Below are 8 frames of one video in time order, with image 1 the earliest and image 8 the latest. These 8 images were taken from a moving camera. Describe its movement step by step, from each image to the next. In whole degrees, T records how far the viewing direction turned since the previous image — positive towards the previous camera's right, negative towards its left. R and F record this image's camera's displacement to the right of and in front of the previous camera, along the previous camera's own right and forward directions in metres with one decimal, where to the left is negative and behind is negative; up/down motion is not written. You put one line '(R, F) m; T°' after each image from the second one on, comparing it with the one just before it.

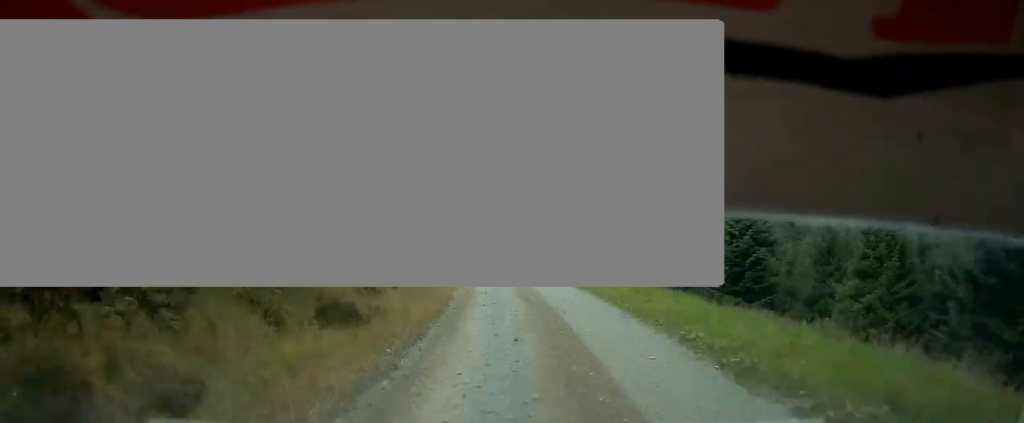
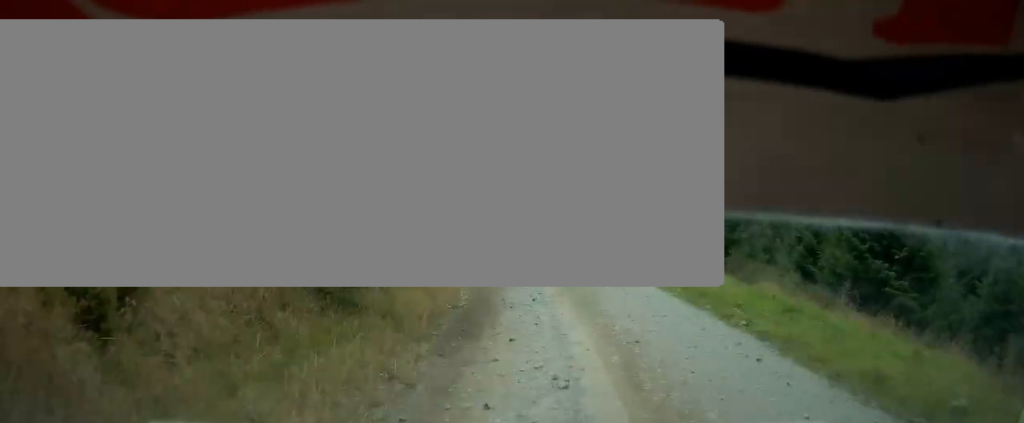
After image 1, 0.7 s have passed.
(-1.8, +24.1) m; -3°
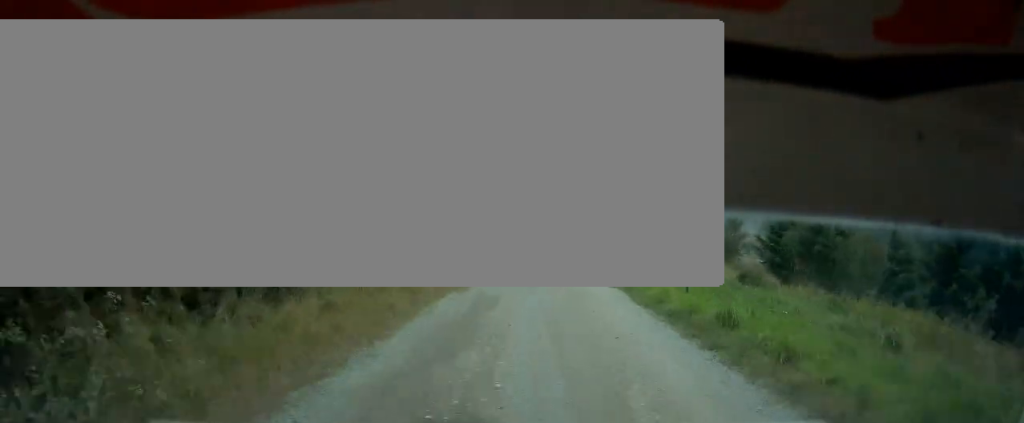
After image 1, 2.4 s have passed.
(-0.5, +48.1) m; +1°
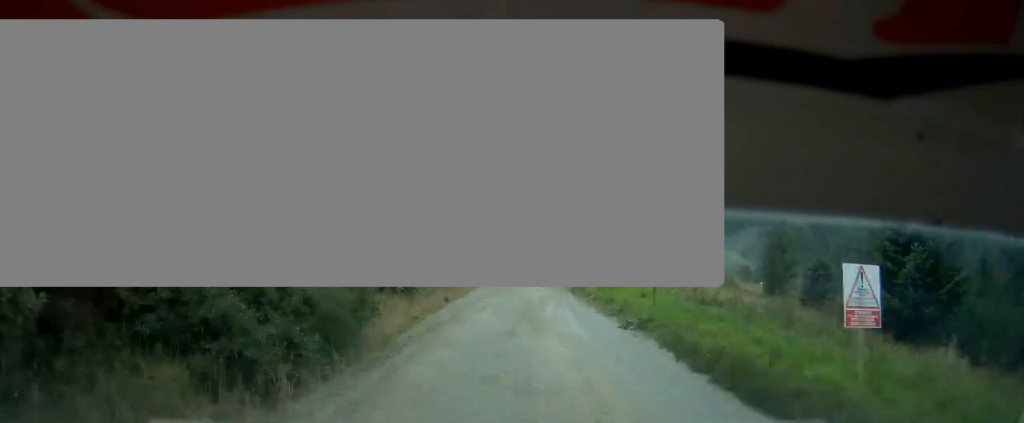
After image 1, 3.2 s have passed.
(+0.3, +18.6) m; +4°
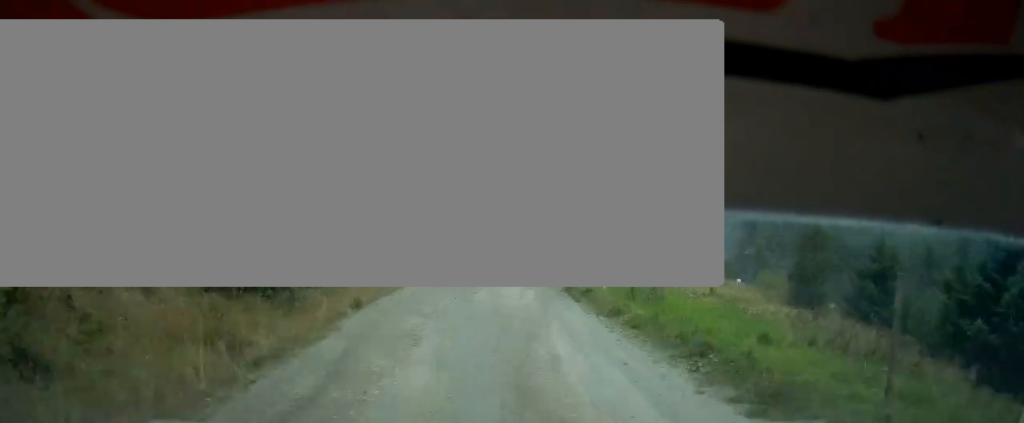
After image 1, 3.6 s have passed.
(0.0, +9.3) m; +3°
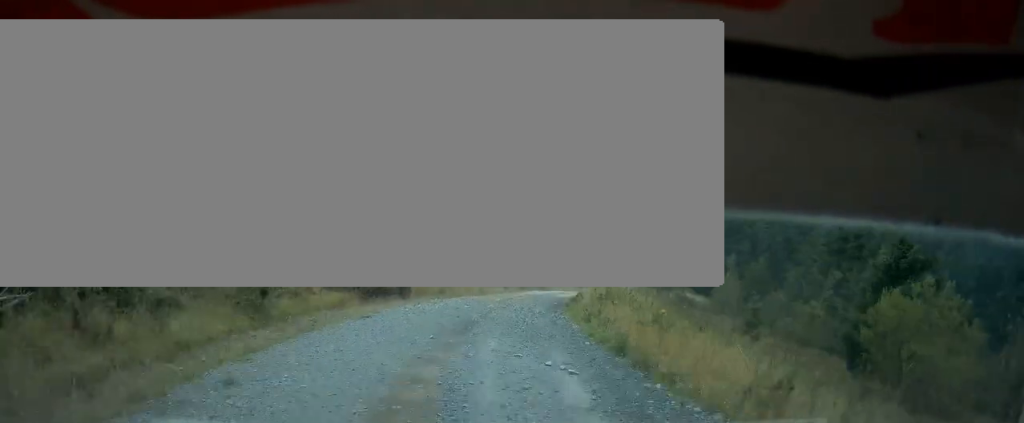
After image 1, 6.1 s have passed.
(+10.5, +58.9) m; +23°
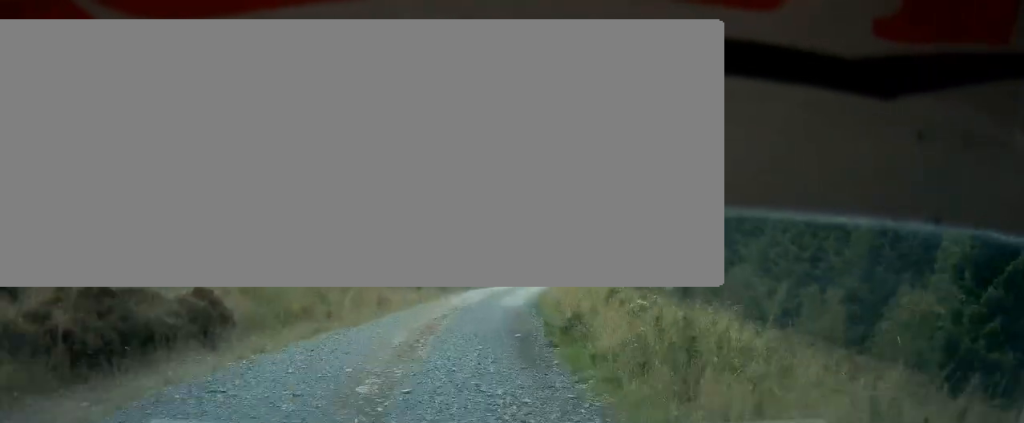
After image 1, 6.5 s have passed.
(+1.6, +11.9) m; +3°
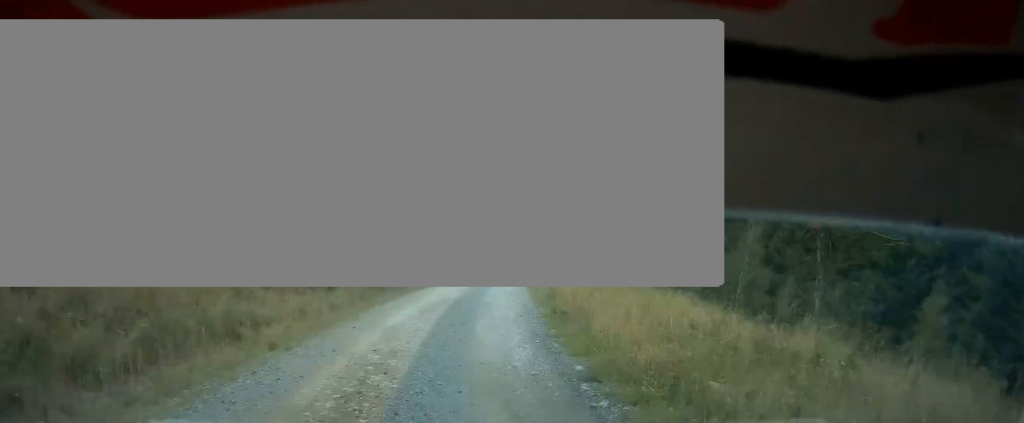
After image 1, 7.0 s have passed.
(+0.6, +10.9) m; +2°
